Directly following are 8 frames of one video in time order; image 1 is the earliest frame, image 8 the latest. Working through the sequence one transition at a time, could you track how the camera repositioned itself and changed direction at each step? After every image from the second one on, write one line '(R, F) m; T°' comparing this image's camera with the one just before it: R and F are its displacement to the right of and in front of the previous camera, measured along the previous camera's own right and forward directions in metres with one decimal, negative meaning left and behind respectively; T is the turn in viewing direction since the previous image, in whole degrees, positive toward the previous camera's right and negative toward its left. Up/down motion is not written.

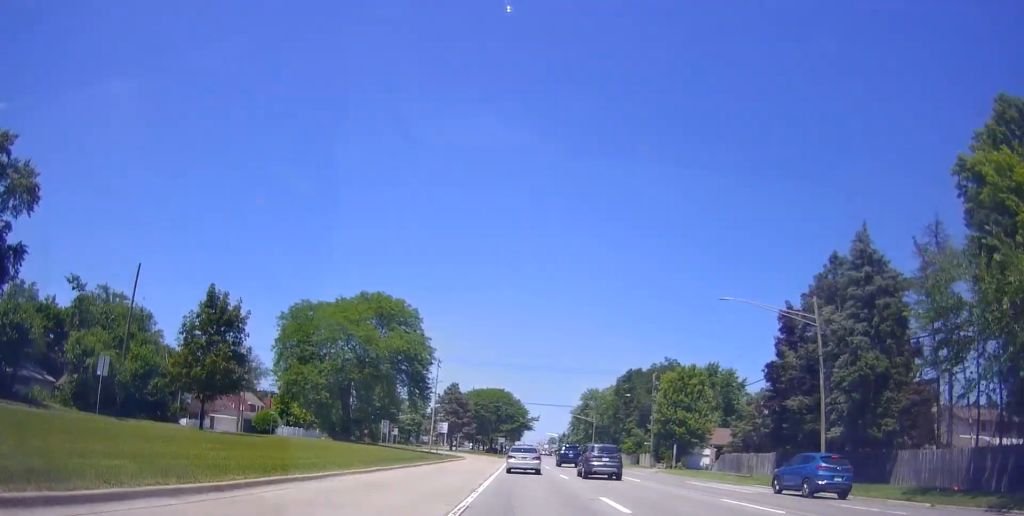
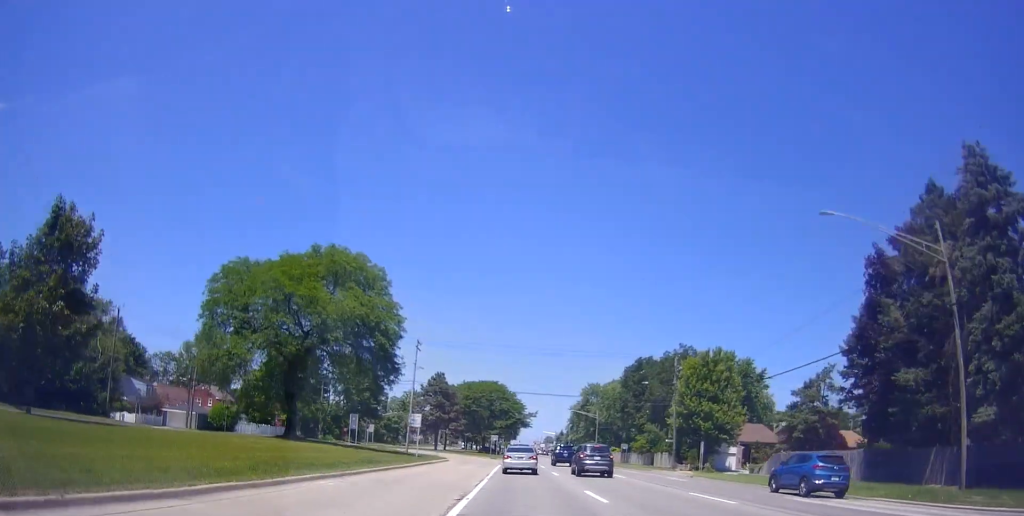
(0.0, +13.1) m; +1°
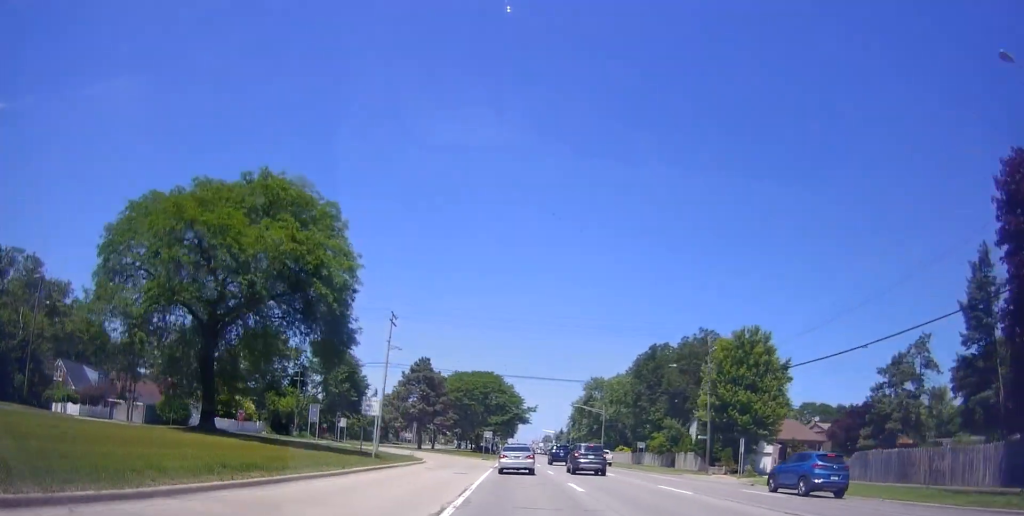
(+0.4, +12.3) m; +1°
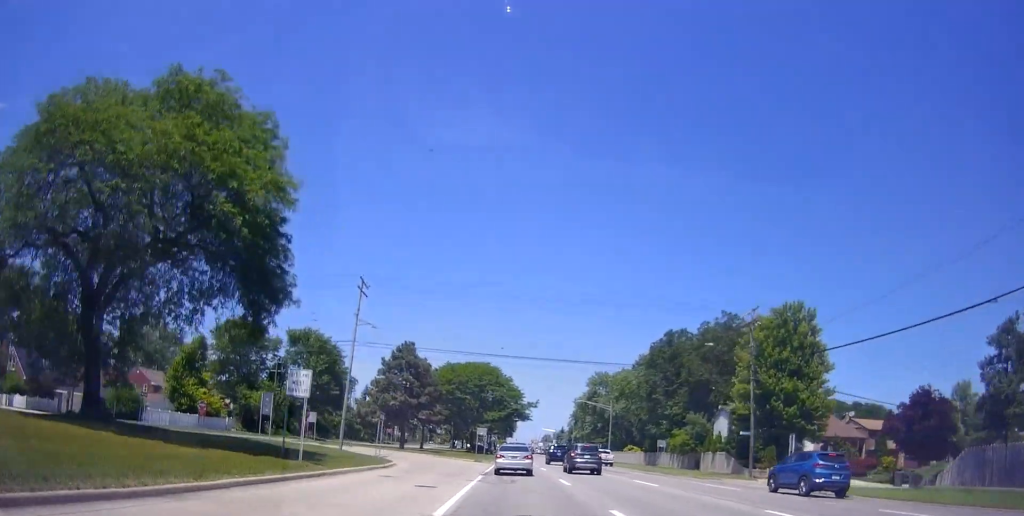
(-0.1, +10.1) m; 0°
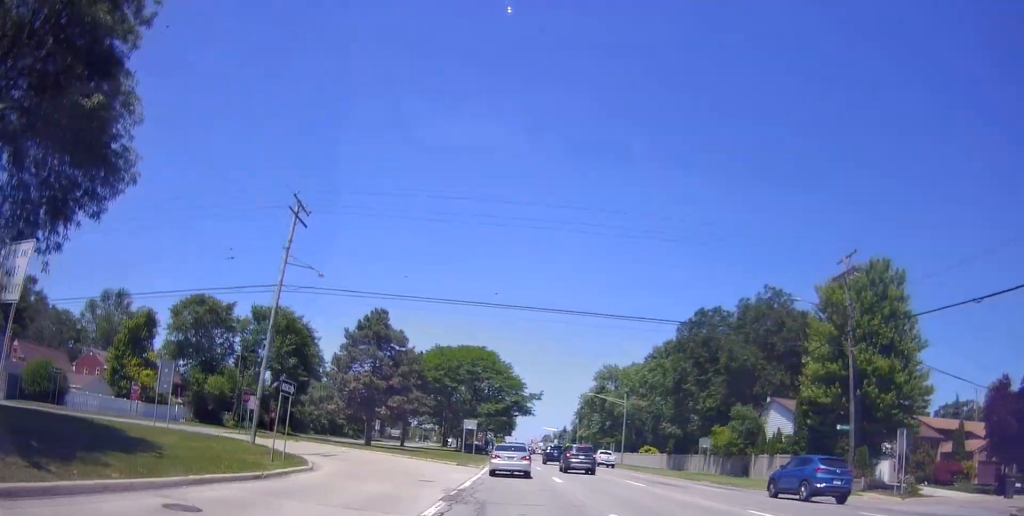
(-0.1, +13.7) m; 0°
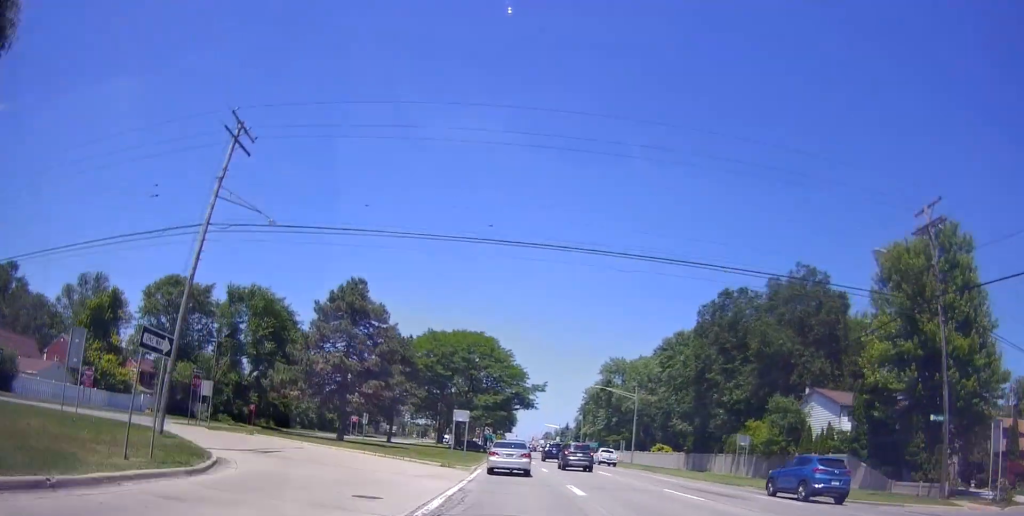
(0.0, +7.9) m; 0°
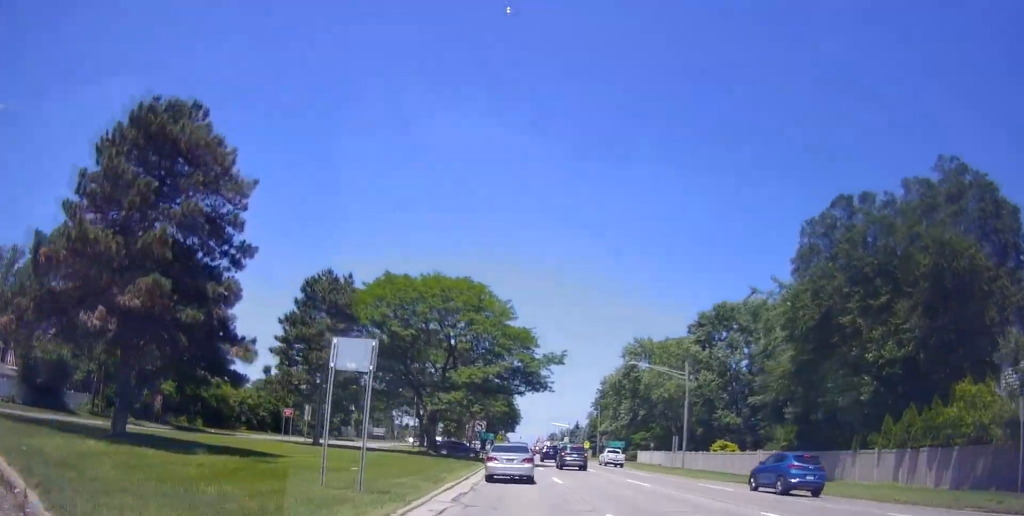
(0.0, +25.1) m; 0°
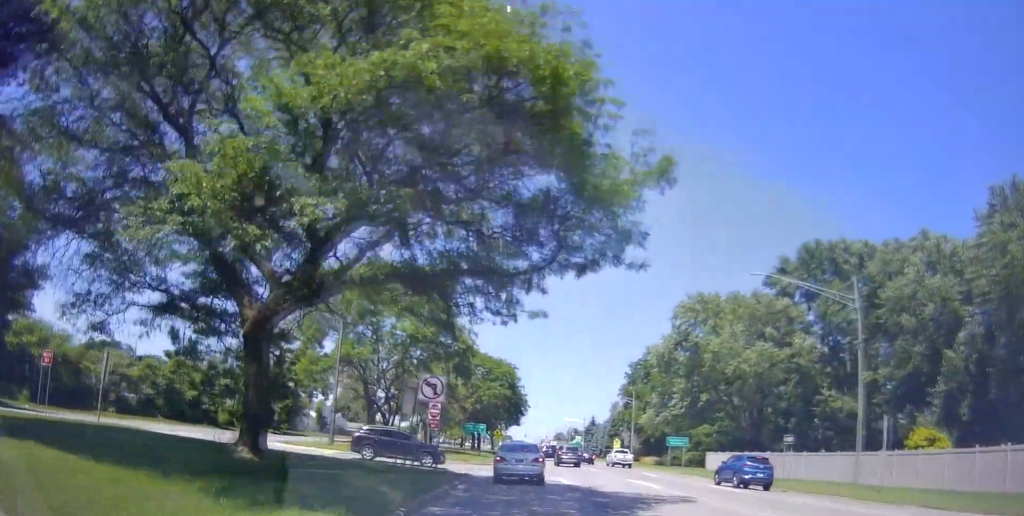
(0.0, +32.6) m; 0°
